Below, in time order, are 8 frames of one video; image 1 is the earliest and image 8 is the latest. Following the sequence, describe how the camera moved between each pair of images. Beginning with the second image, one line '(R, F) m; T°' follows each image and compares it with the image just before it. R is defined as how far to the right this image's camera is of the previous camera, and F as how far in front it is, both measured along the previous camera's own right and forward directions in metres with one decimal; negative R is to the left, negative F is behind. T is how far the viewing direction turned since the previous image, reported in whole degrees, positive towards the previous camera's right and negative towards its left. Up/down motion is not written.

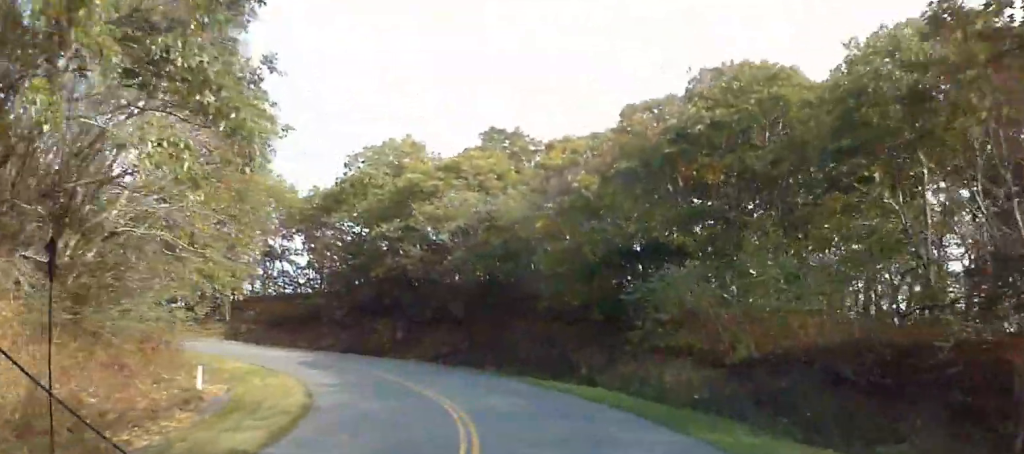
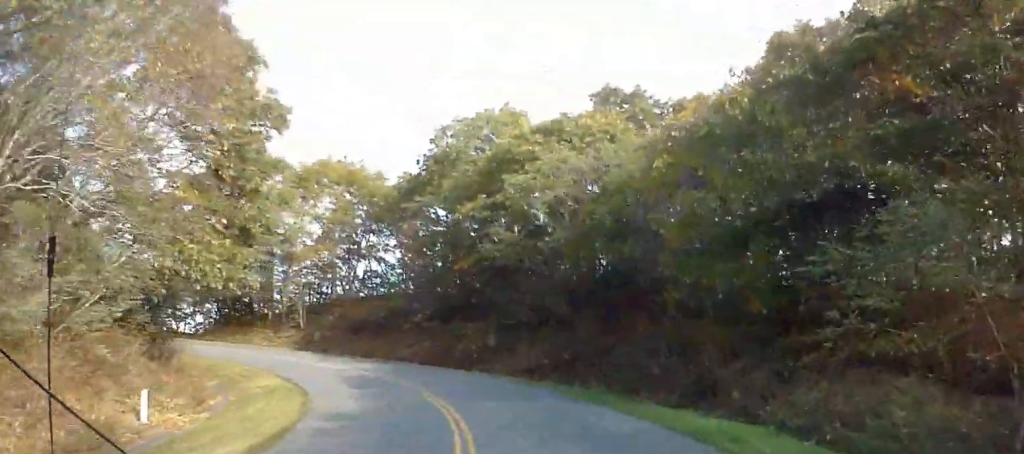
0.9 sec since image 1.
(-0.8, +11.2) m; -5°
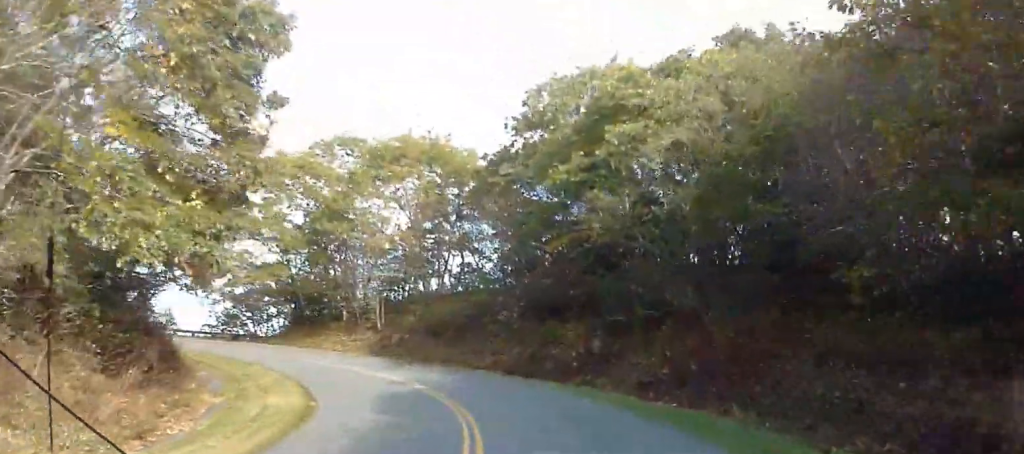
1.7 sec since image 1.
(-0.1, +9.6) m; -3°
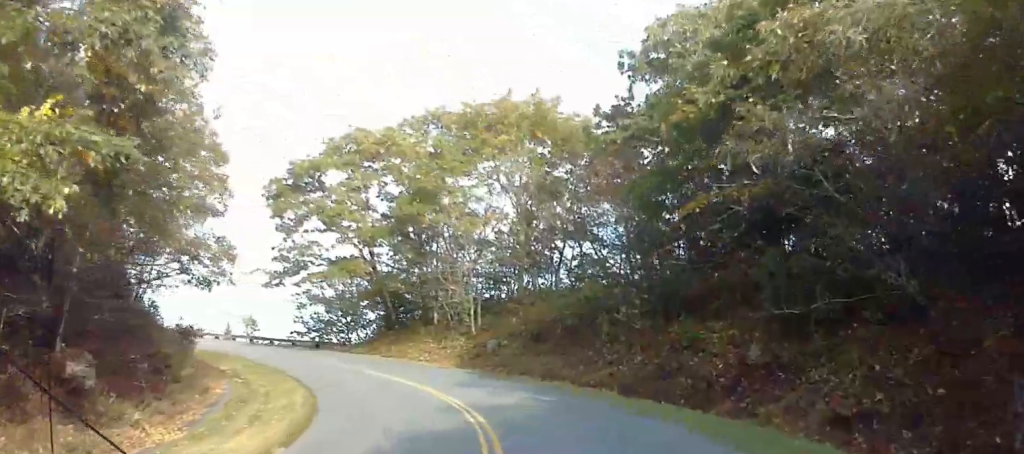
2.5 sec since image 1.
(-0.1, +10.4) m; -9°
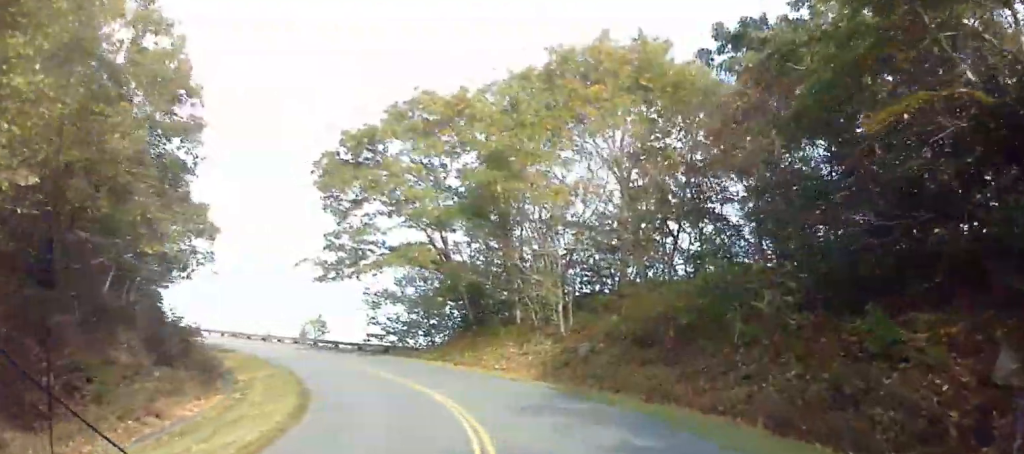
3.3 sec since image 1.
(-1.0, +9.4) m; -16°
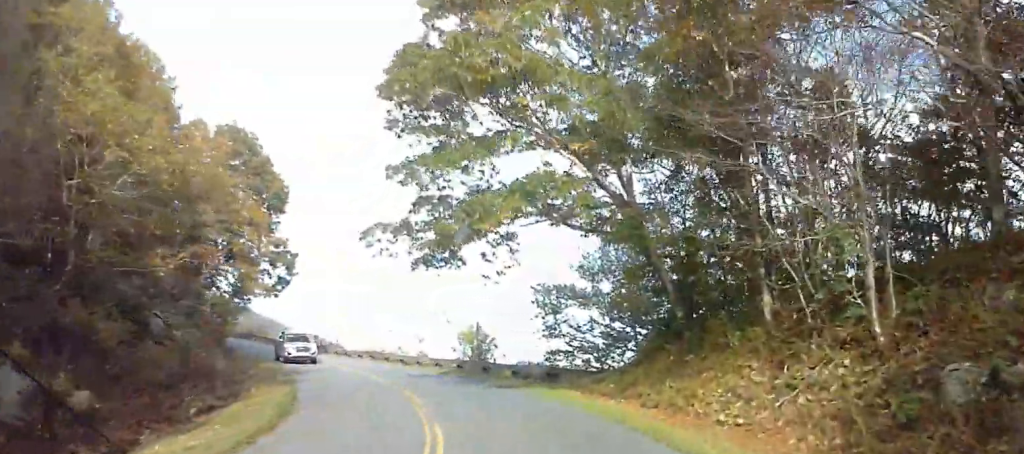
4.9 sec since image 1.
(-4.6, +18.9) m; -17°
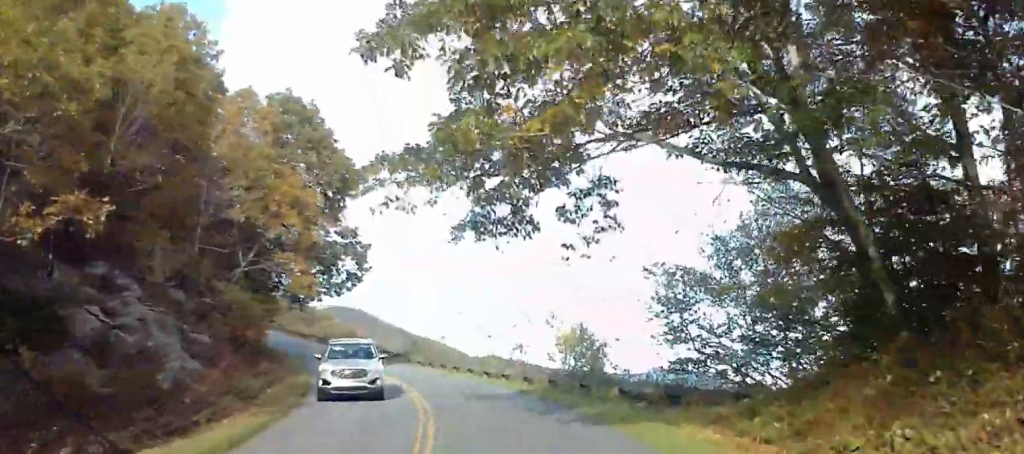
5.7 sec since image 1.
(-0.1, +9.9) m; -5°
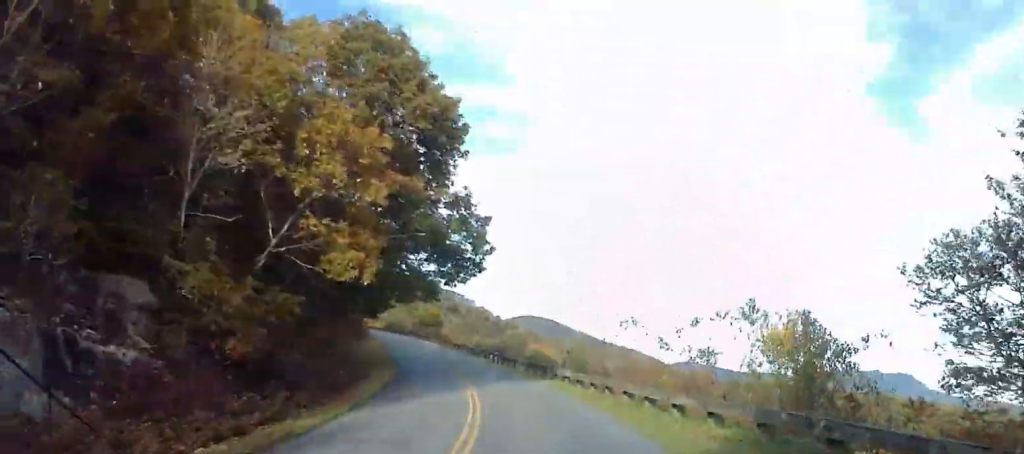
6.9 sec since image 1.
(-1.9, +13.8) m; -16°
